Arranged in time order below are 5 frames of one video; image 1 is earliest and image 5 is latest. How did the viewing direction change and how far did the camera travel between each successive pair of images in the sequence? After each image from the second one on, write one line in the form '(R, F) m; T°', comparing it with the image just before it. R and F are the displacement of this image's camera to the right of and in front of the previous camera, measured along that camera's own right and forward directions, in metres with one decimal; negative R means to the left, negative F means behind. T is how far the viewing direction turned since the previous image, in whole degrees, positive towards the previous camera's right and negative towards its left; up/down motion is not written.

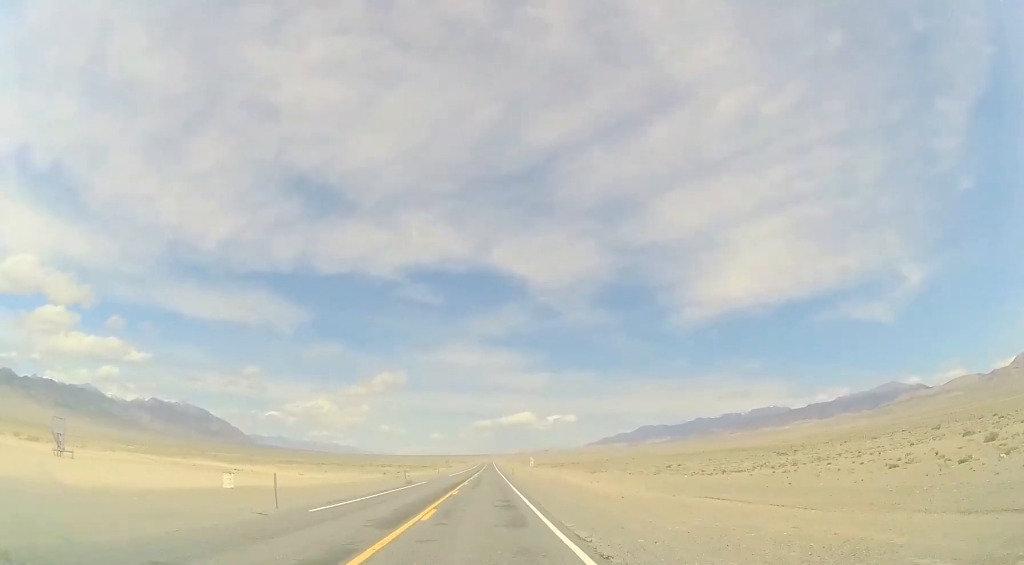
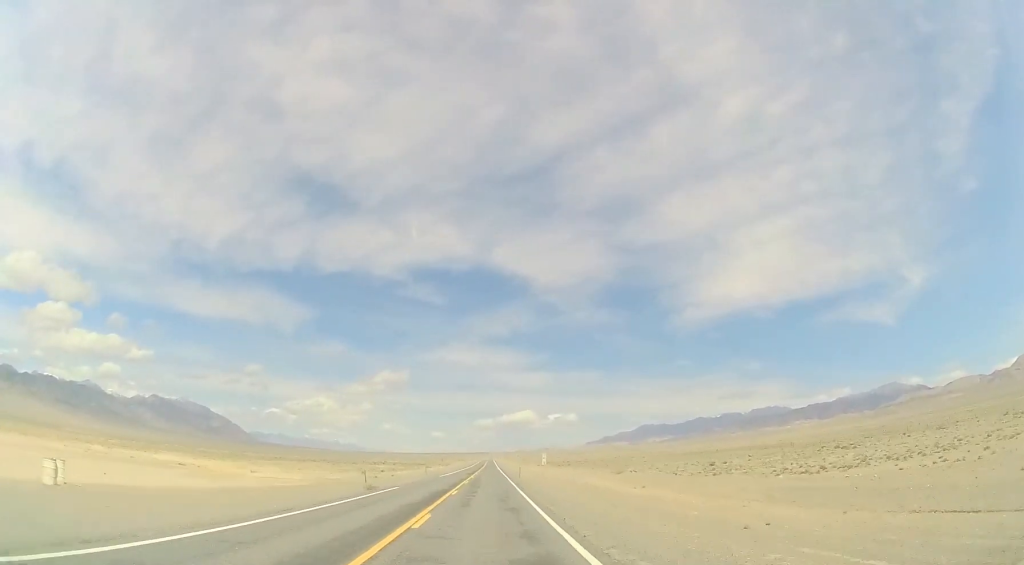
(+0.1, +15.7) m; 0°
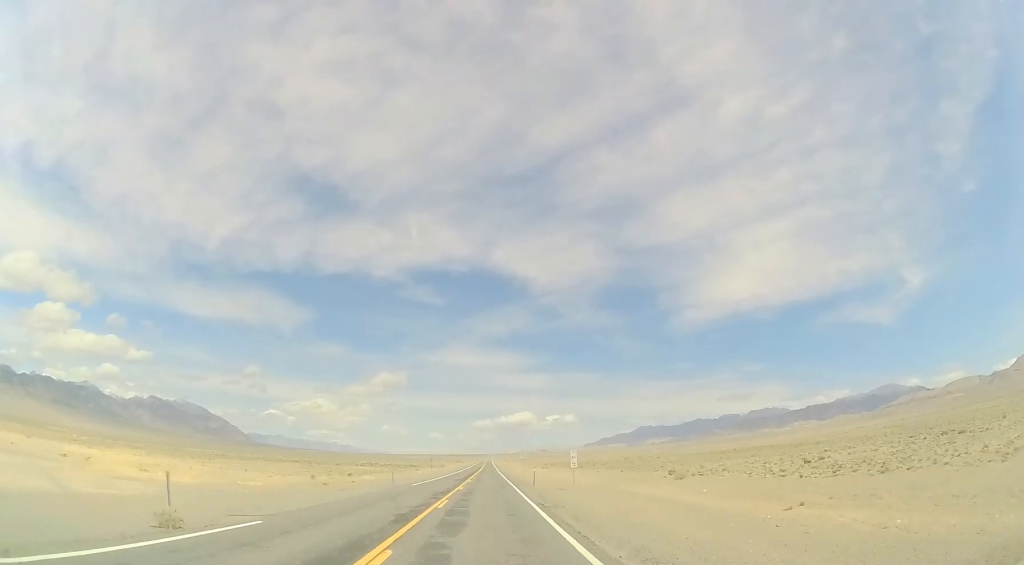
(+0.2, +20.6) m; 0°
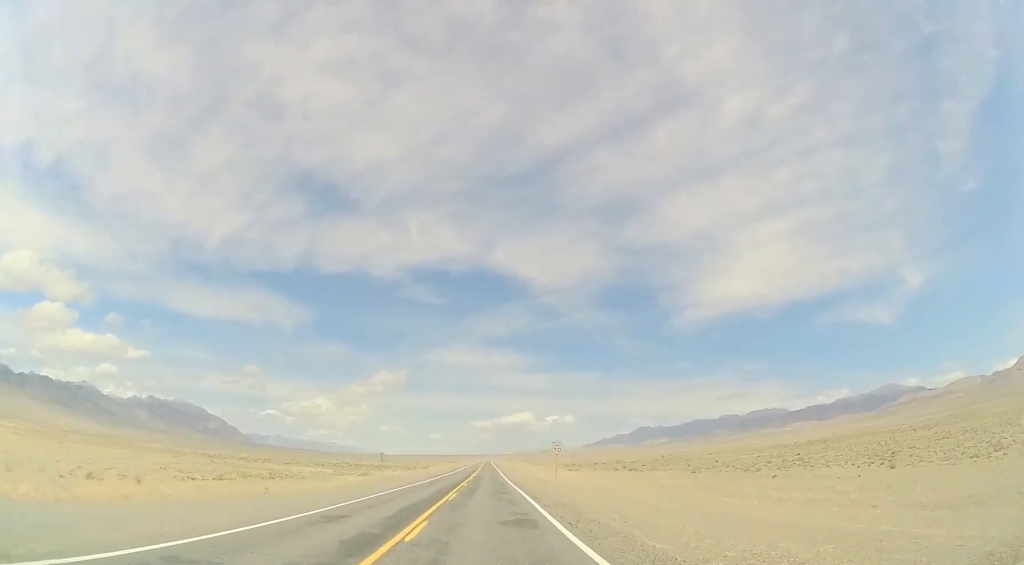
(-0.6, +49.1) m; -1°
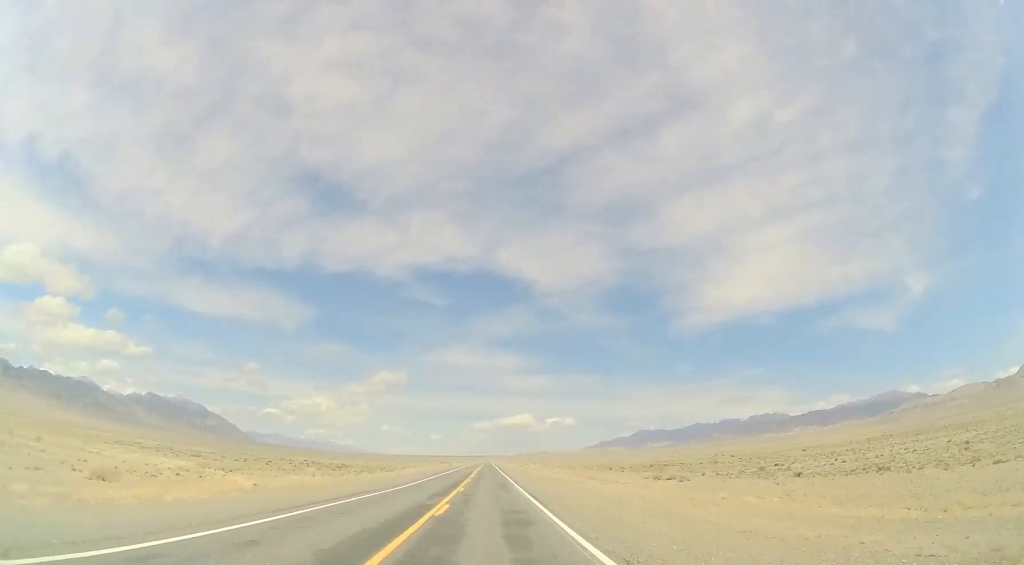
(-0.2, +49.3) m; 0°
